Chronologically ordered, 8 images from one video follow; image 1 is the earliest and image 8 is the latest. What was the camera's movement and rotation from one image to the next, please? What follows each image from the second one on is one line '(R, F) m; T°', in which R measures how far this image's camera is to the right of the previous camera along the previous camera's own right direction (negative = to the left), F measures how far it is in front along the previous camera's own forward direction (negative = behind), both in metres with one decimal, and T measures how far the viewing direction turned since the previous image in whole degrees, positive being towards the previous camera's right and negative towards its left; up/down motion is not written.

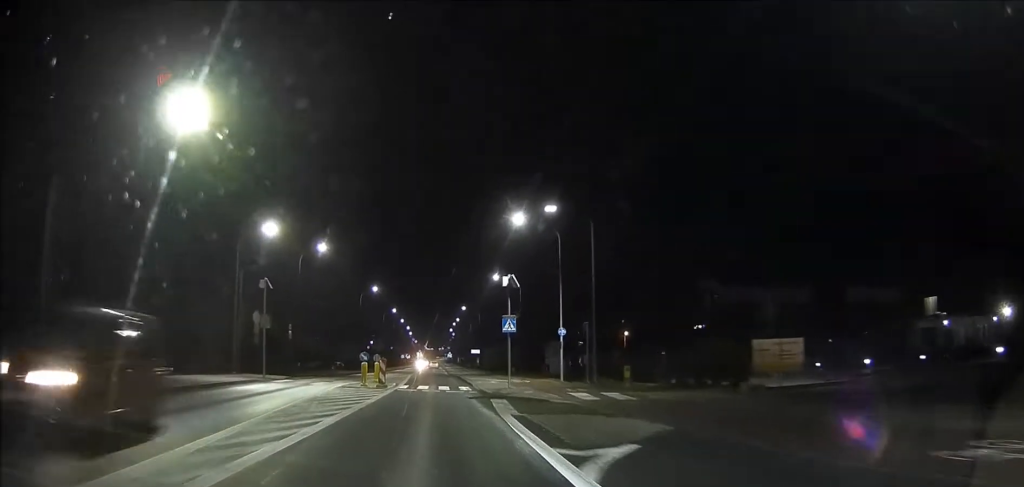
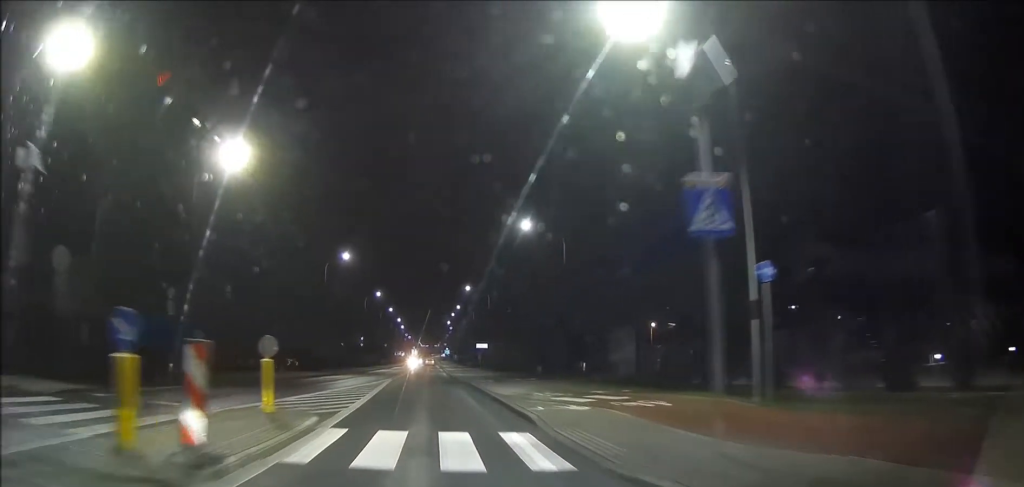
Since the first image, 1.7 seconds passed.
(0.0, +24.5) m; 0°
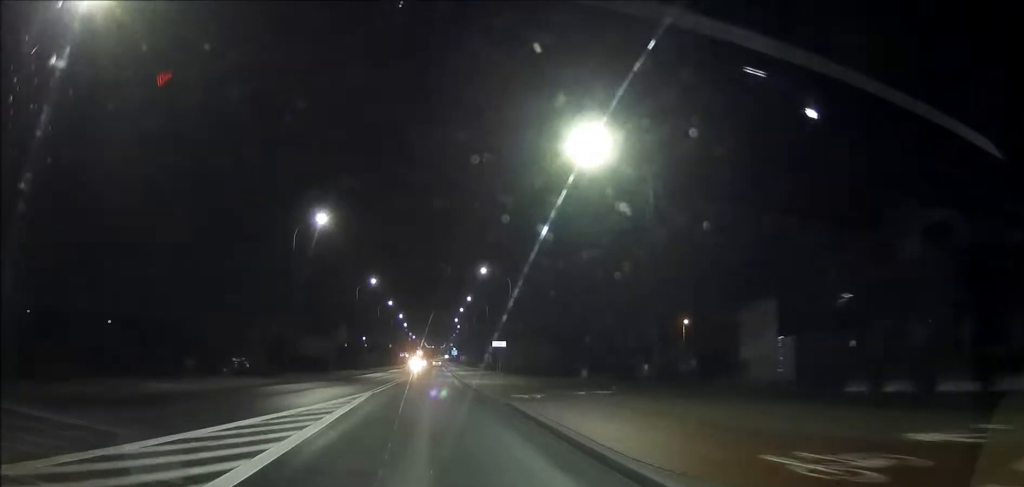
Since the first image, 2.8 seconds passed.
(0.0, +16.6) m; 0°
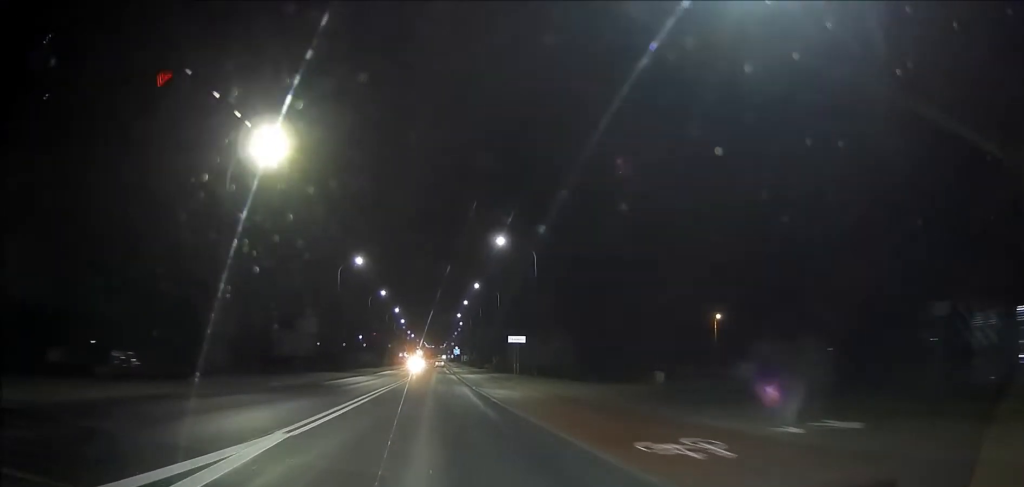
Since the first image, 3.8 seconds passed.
(-0.1, +15.5) m; 0°
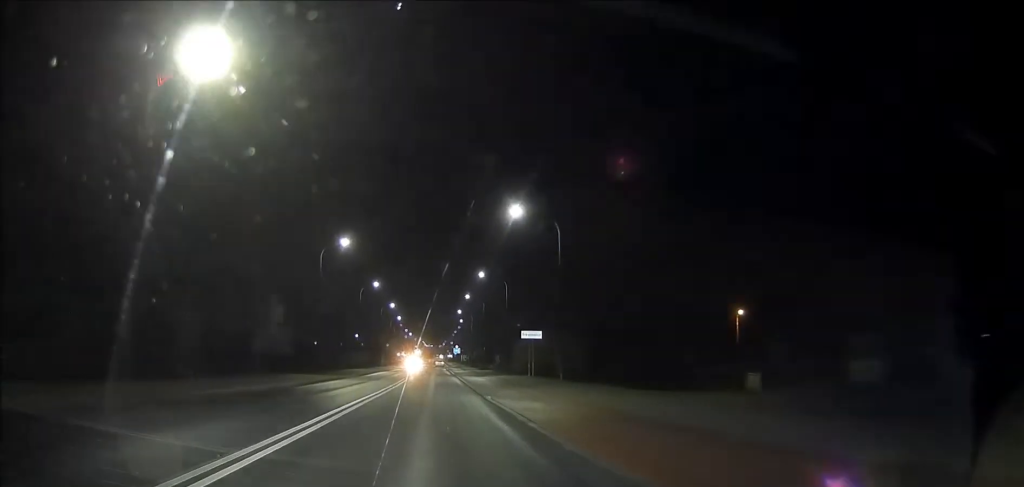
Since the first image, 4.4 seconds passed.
(-0.1, +9.4) m; 0°
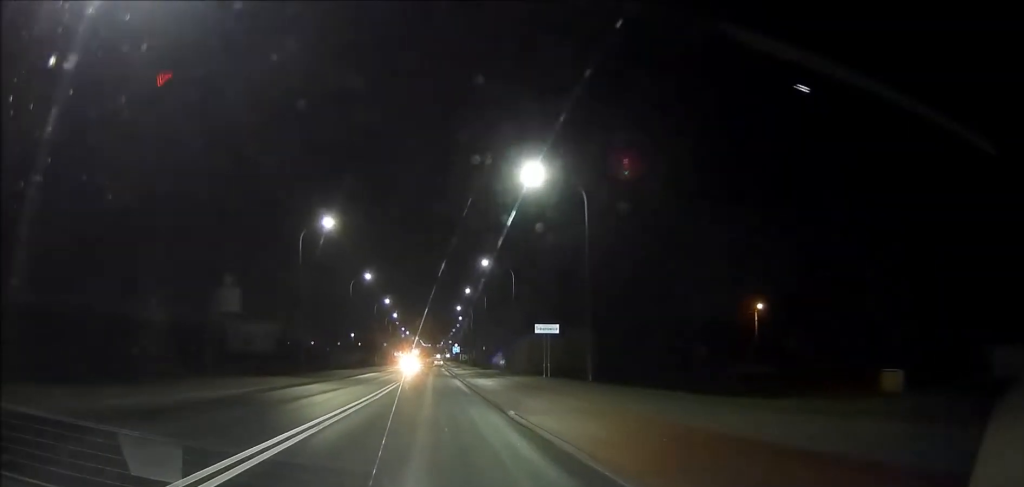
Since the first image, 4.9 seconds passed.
(+0.1, +7.3) m; 0°
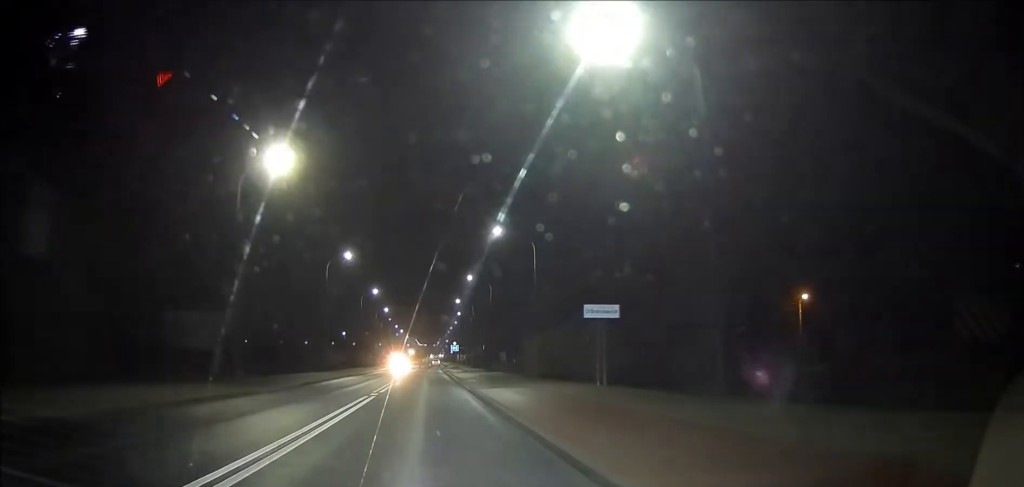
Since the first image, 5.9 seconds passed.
(0.0, +14.1) m; 0°
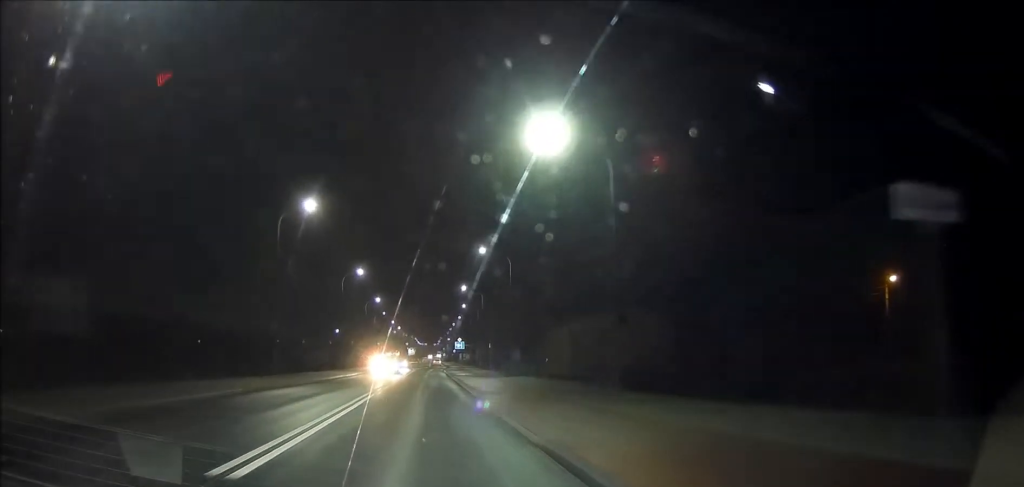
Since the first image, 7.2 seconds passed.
(0.0, +18.8) m; 0°
